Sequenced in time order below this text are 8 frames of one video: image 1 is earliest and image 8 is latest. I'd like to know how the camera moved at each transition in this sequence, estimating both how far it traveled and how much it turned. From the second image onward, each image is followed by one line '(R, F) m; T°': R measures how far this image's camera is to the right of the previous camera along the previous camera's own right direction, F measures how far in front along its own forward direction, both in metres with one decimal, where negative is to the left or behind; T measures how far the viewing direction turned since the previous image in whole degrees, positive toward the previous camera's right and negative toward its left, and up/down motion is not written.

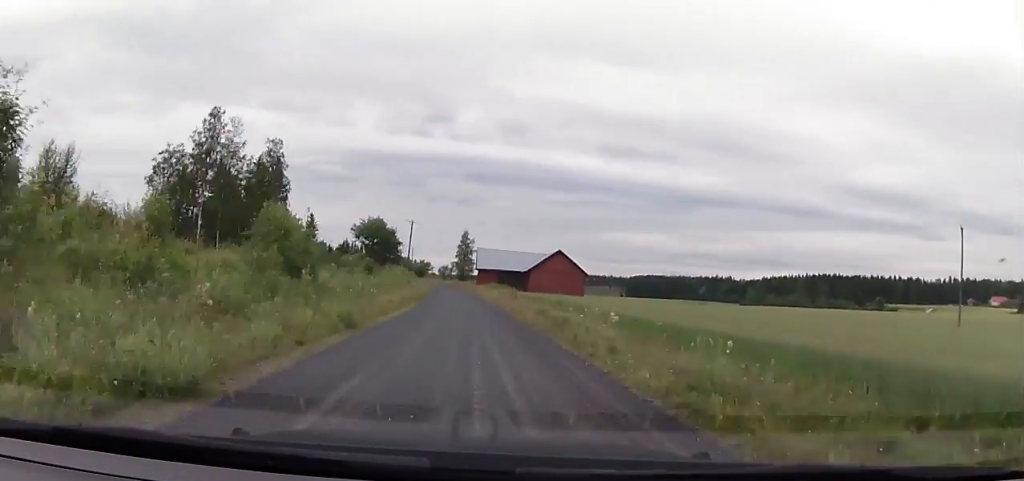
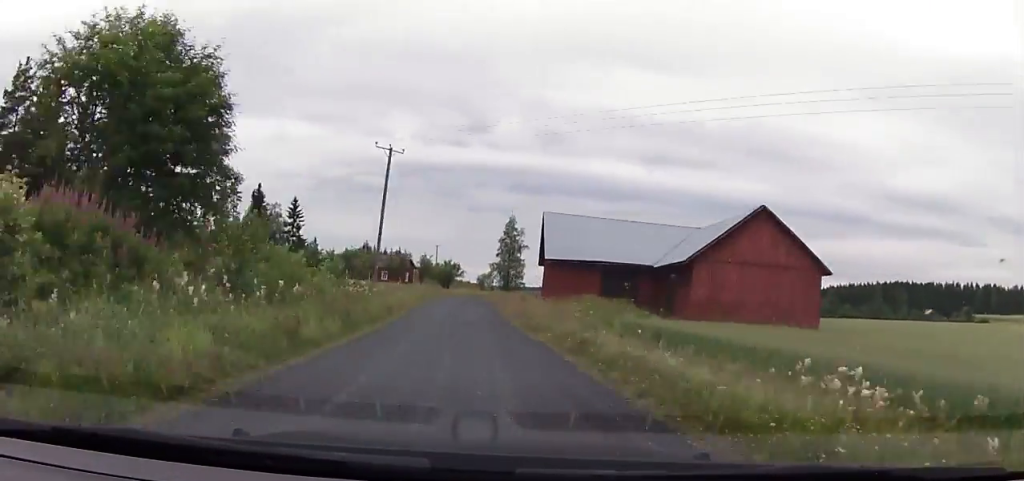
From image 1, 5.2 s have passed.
(-0.9, +57.0) m; 0°
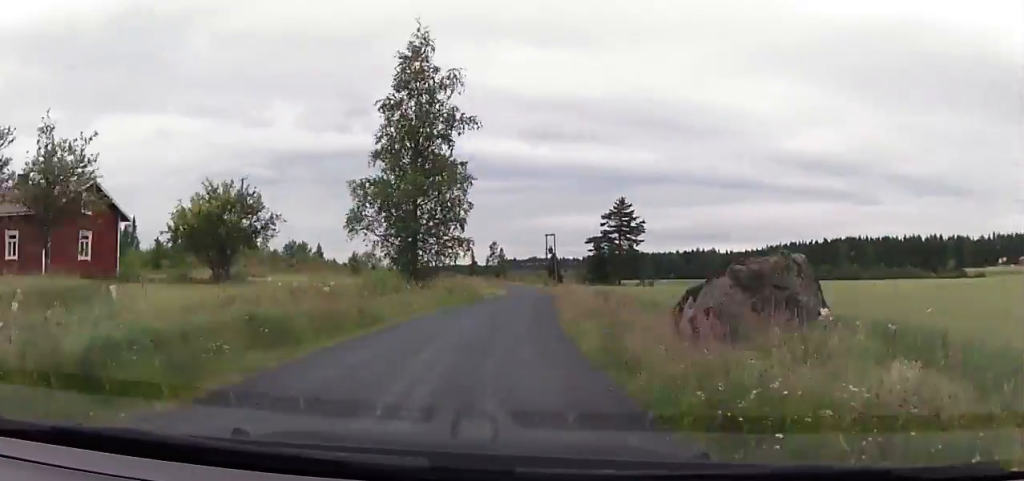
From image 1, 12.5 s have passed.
(+4.0, +86.6) m; +4°
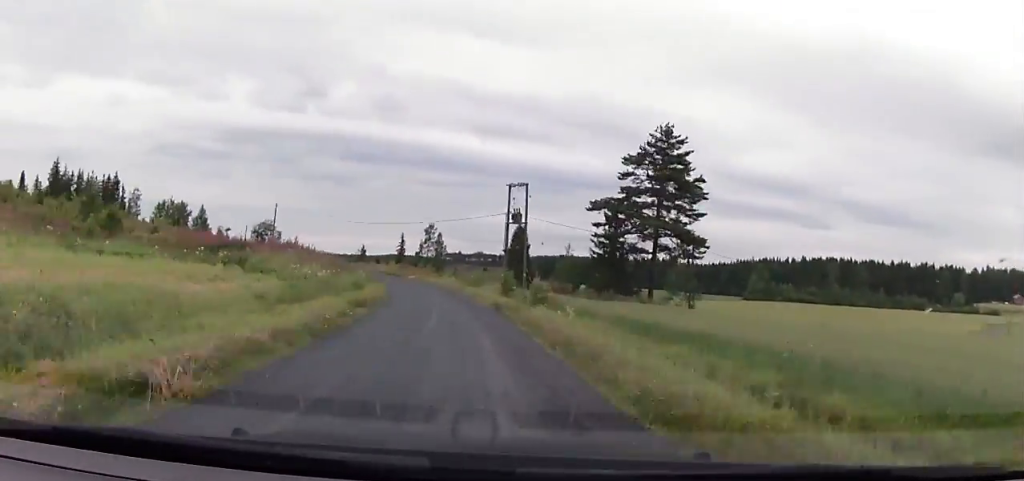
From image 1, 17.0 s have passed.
(+2.3, +55.4) m; -1°
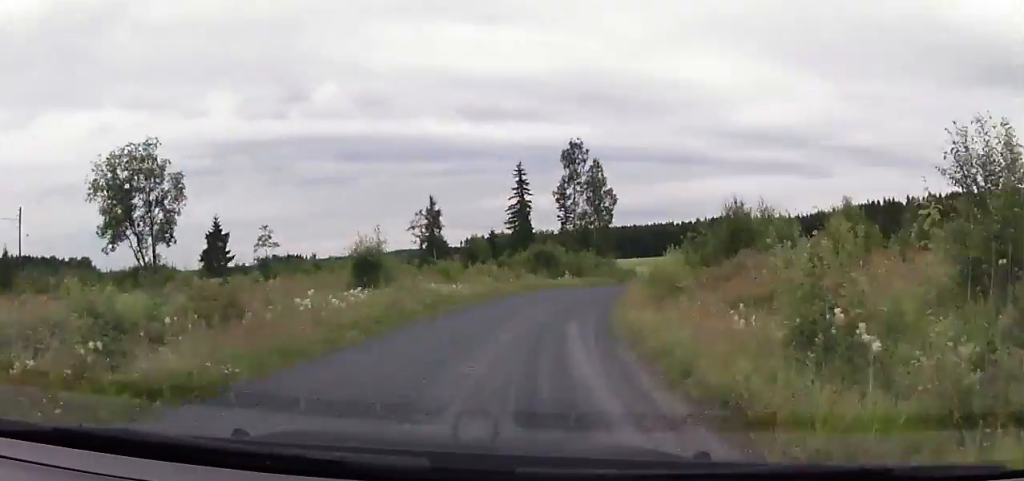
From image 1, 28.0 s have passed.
(-7.2, +134.9) m; +9°
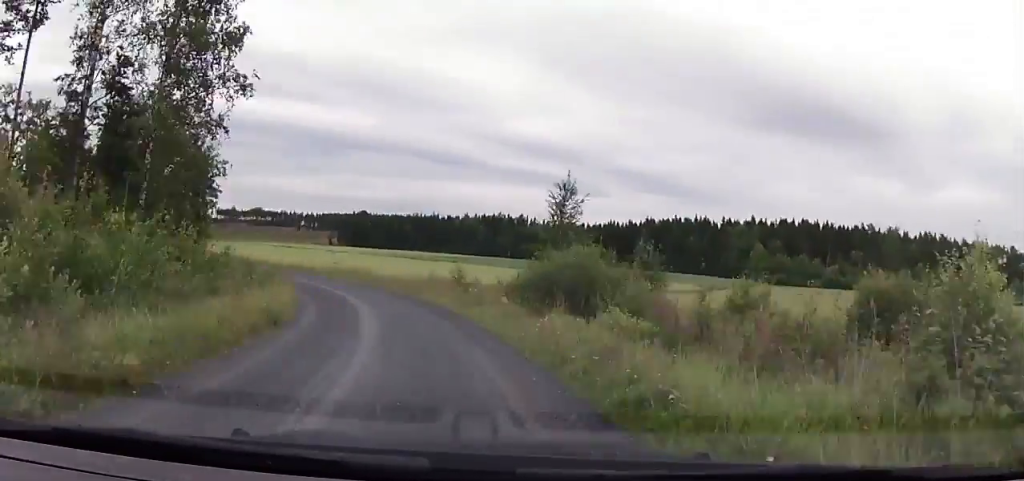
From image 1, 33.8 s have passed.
(+15.0, +66.7) m; -5°
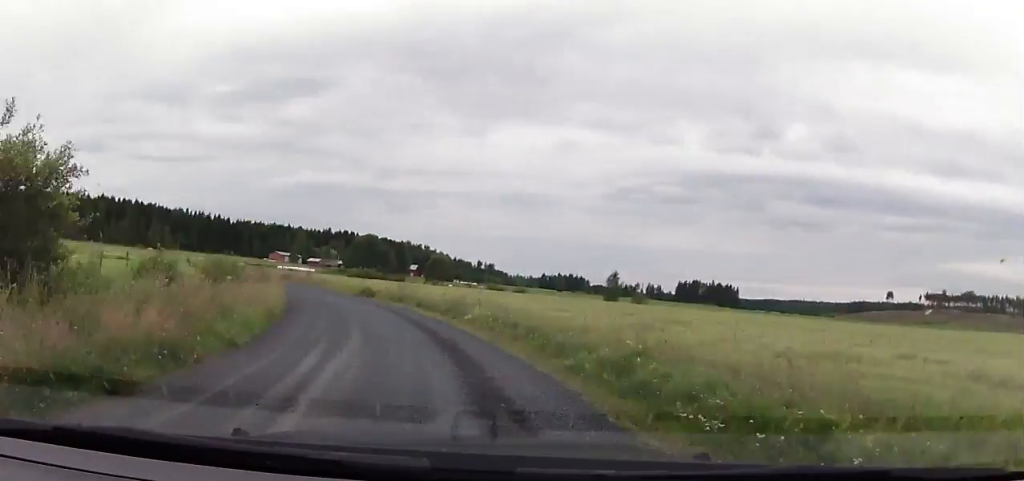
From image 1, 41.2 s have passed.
(-35.0, +72.9) m; -45°
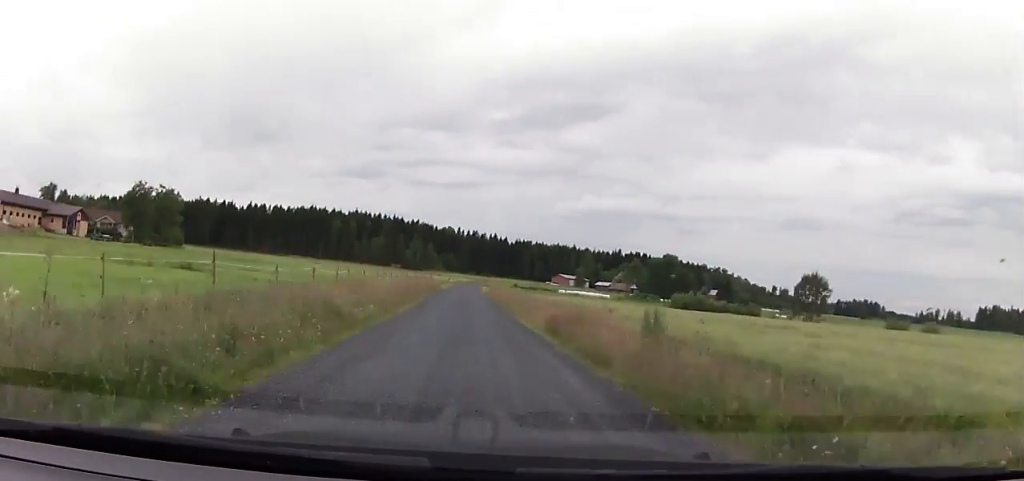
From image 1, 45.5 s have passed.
(-12.9, +45.1) m; -17°
